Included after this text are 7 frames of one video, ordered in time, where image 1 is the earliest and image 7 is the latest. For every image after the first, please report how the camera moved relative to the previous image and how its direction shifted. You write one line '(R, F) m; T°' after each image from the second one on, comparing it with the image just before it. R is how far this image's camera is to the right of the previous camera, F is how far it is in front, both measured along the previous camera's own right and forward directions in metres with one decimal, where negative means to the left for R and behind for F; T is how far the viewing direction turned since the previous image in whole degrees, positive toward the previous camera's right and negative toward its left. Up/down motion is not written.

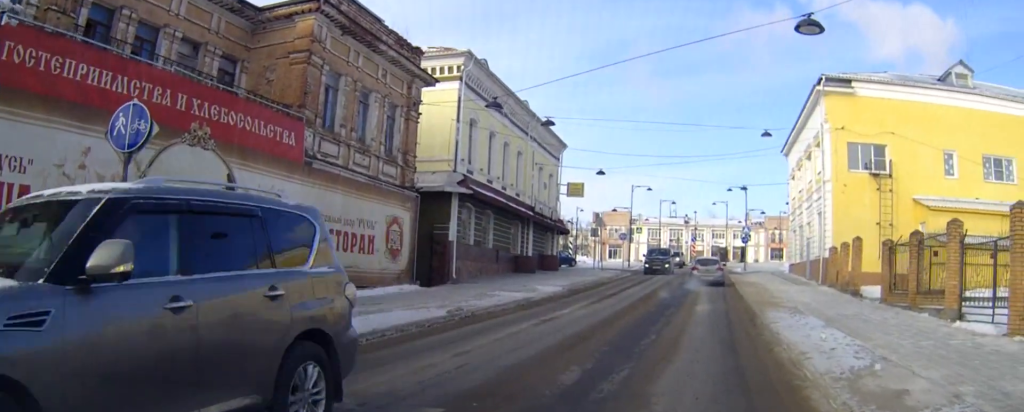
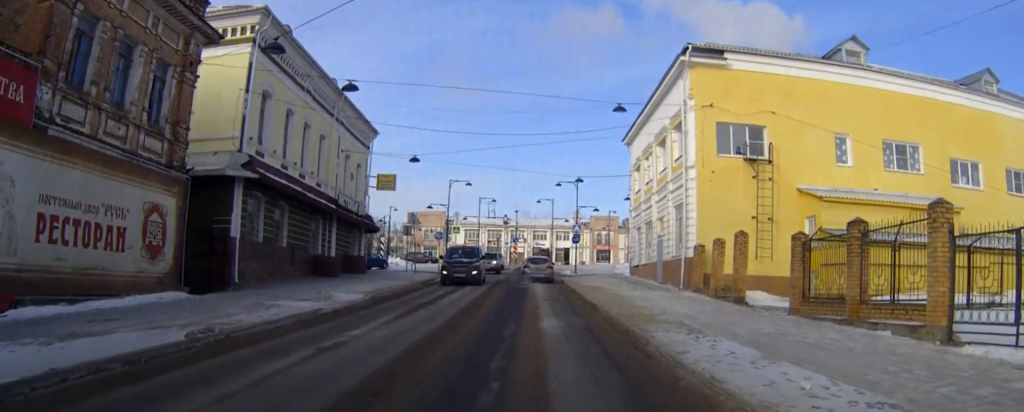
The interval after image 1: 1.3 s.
(+0.5, +5.1) m; +10°
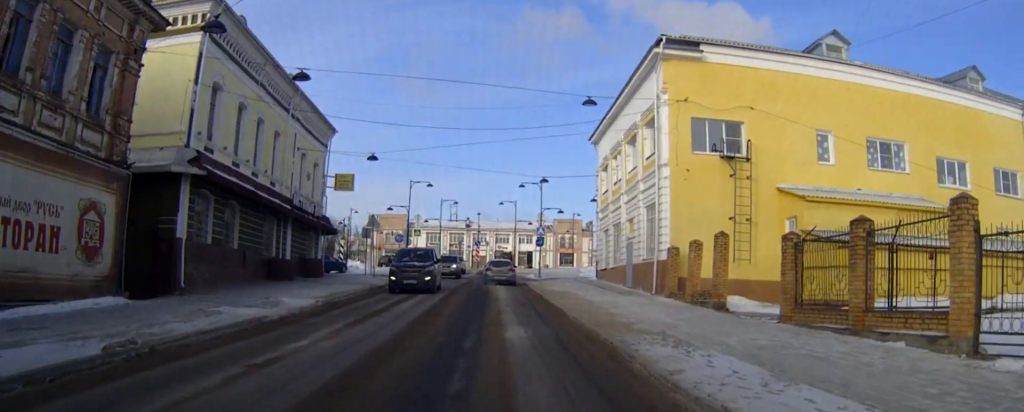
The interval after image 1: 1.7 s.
(0.0, +1.7) m; +2°
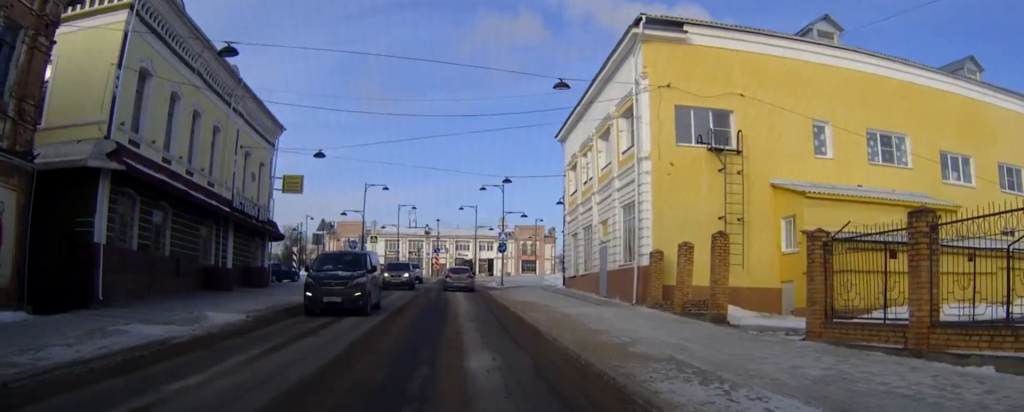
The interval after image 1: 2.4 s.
(+0.1, +3.3) m; +3°
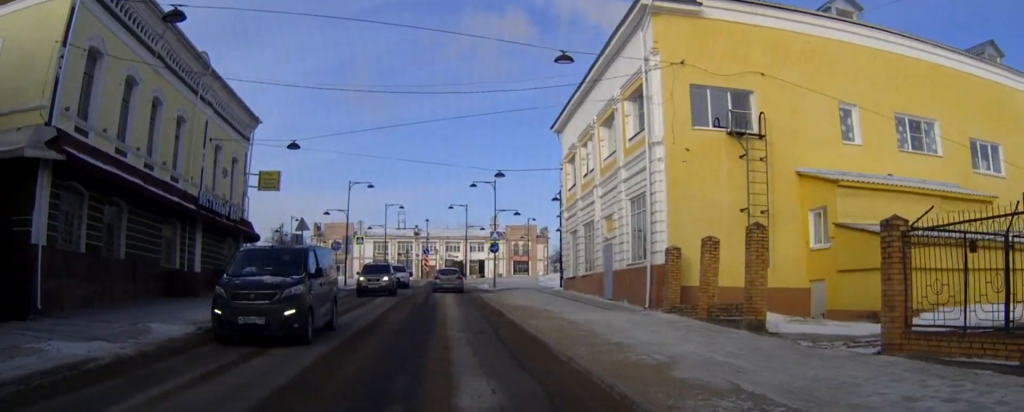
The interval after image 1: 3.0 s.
(0.0, +2.8) m; +1°
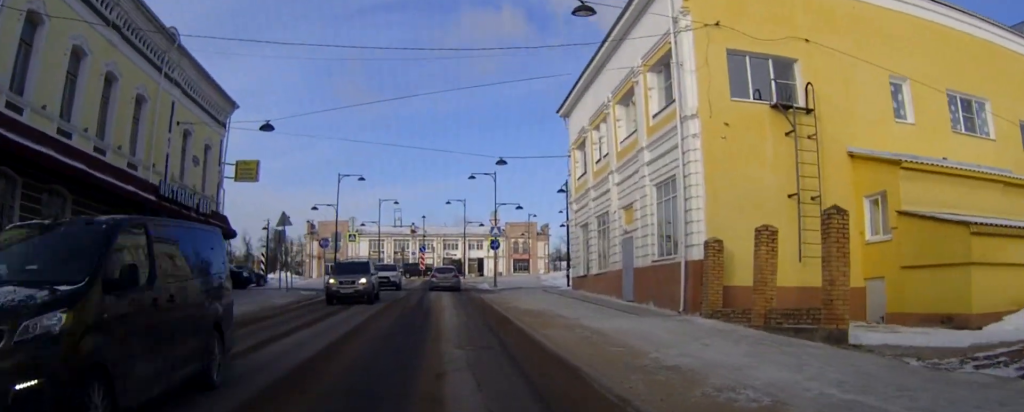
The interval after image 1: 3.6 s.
(+0.1, +3.5) m; 0°
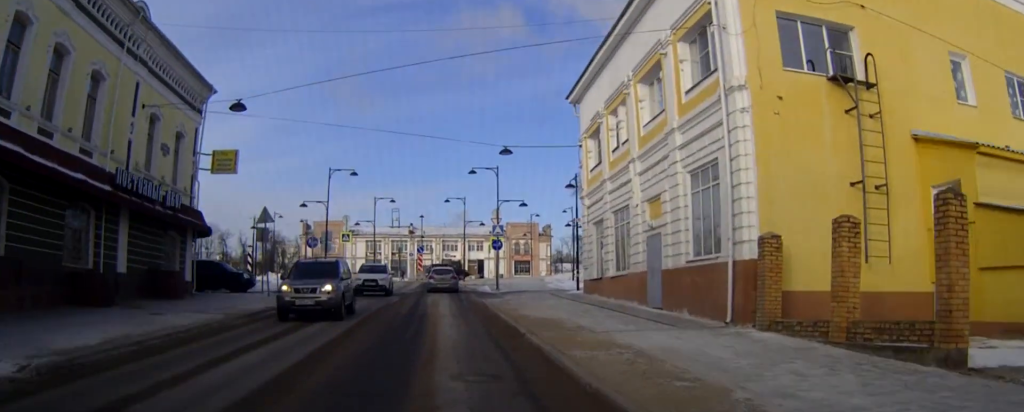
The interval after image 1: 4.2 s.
(0.0, +3.4) m; 0°
